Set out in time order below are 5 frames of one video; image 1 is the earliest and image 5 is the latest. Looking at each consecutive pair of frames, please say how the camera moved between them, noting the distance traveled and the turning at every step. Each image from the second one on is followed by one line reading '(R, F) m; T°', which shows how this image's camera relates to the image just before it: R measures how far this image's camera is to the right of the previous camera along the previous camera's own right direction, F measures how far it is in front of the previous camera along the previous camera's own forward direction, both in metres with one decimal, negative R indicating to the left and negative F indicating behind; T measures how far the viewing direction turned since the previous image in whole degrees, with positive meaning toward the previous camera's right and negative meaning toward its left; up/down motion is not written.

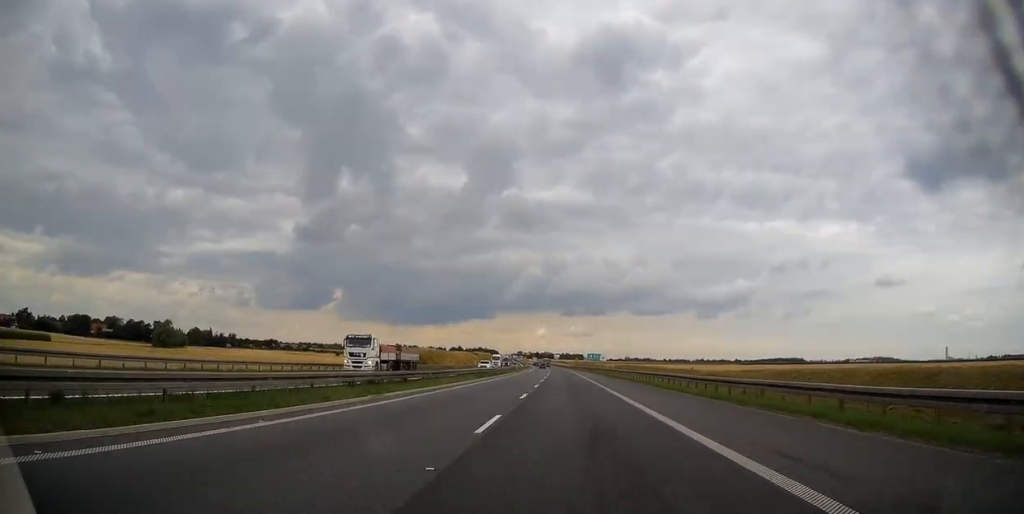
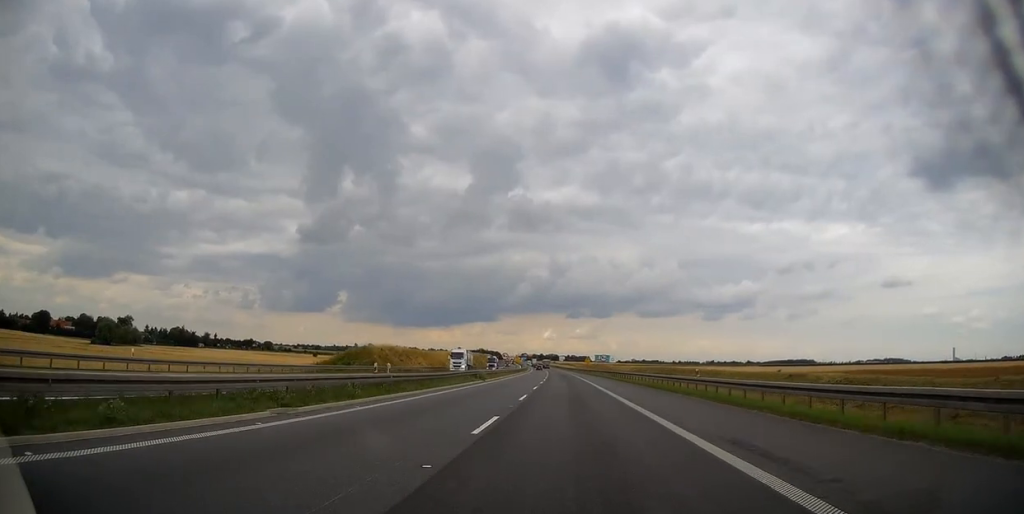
(-0.1, +47.9) m; 0°
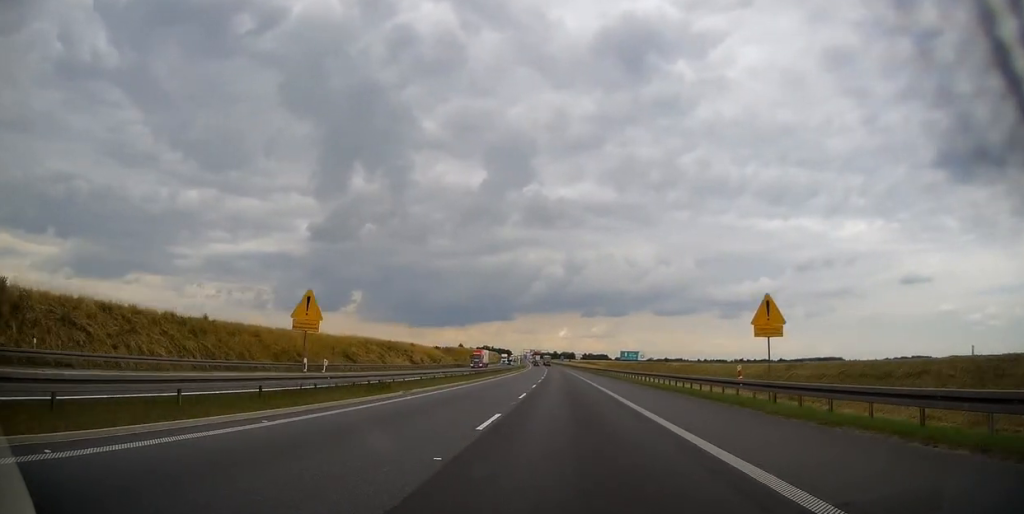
(-1.3, +107.4) m; -1°
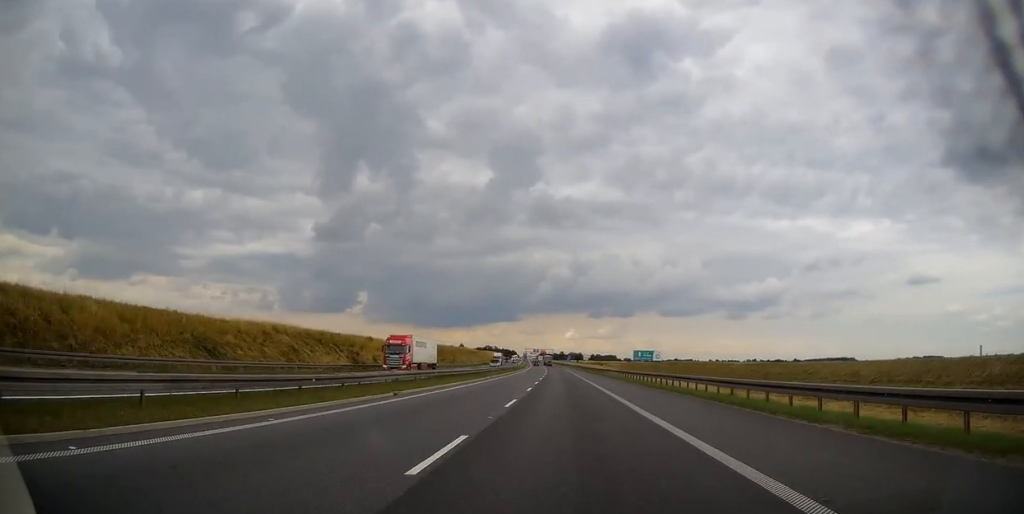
(-0.1, +41.5) m; -1°
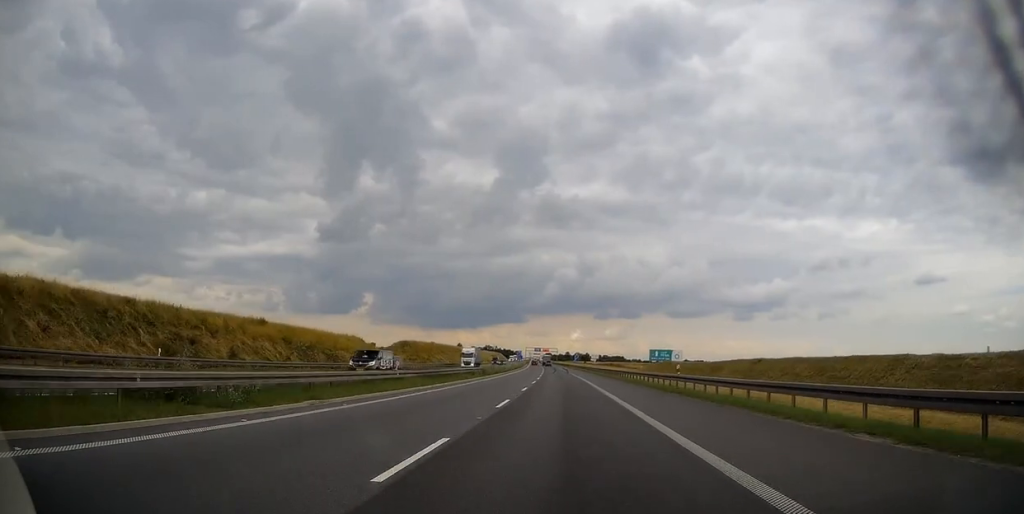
(-0.4, +47.7) m; -1°
